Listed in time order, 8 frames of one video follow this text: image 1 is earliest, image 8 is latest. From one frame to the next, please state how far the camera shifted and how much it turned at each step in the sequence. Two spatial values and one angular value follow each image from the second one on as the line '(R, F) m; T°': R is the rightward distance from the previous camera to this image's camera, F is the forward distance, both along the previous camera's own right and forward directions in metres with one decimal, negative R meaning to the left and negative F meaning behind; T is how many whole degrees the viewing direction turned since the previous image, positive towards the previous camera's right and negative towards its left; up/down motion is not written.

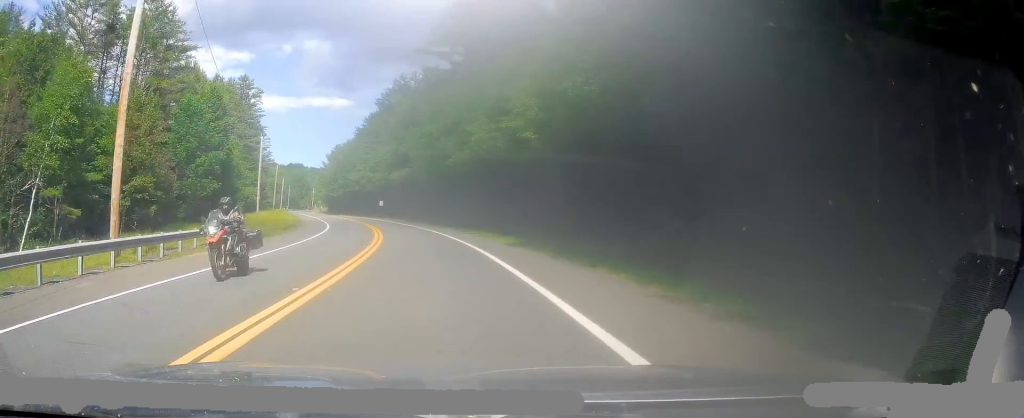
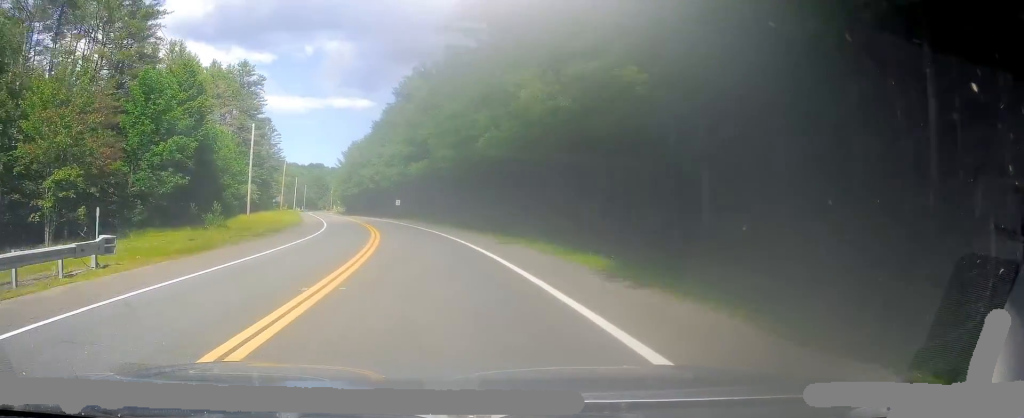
(-0.5, +13.2) m; -4°
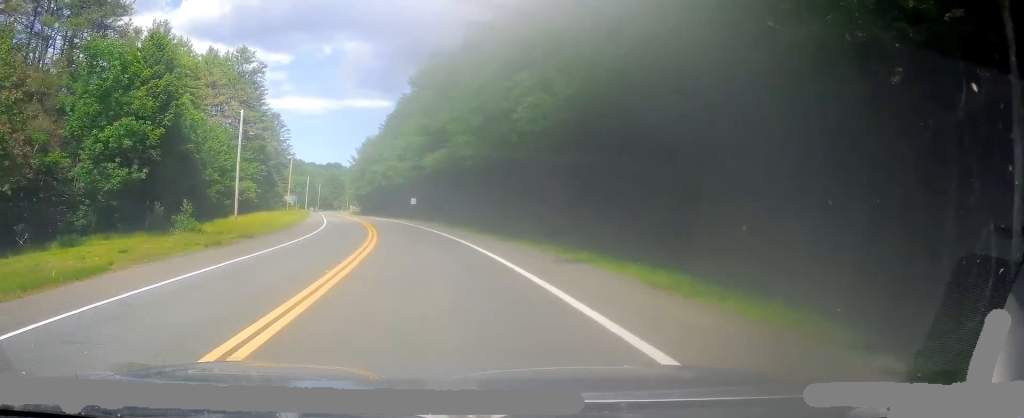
(-0.2, +10.0) m; -2°
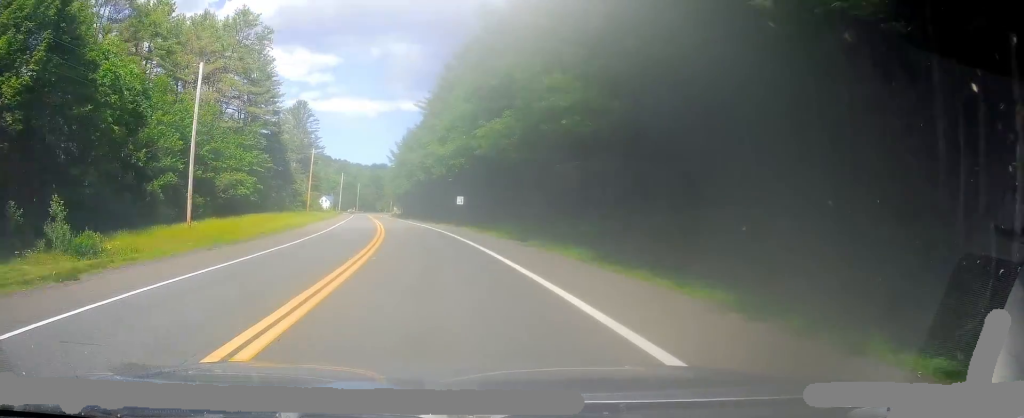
(-0.6, +20.3) m; -4°
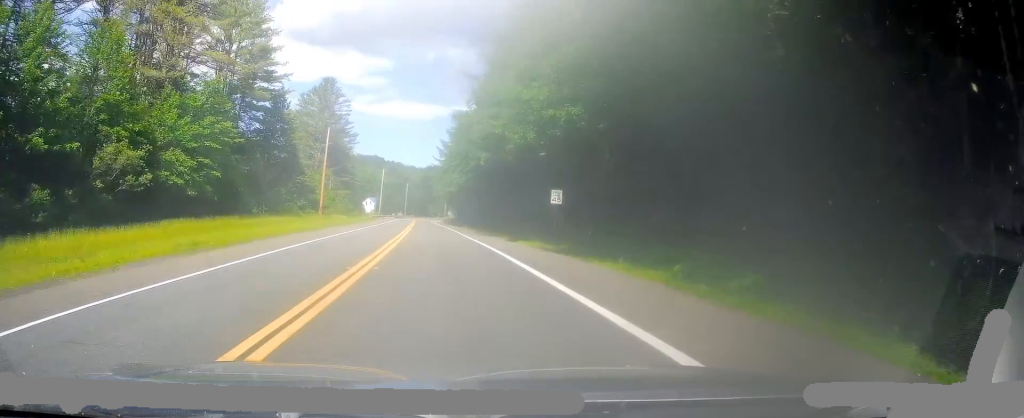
(-1.6, +28.0) m; -5°
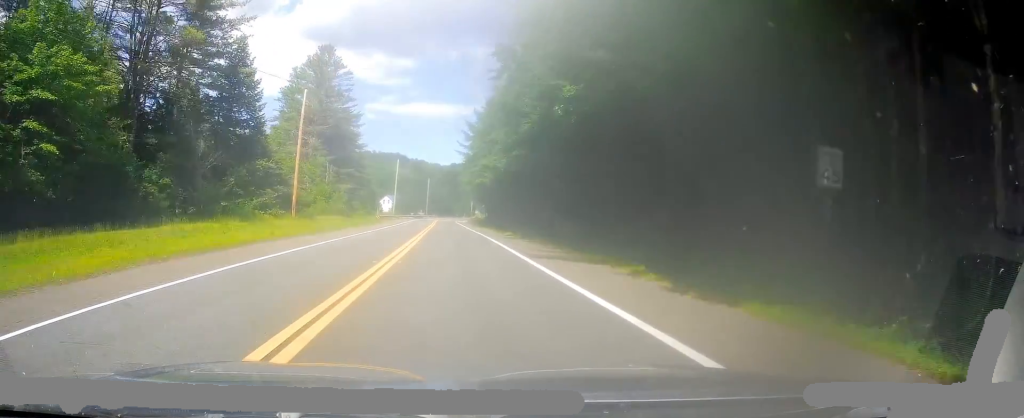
(-0.5, +22.3) m; -1°
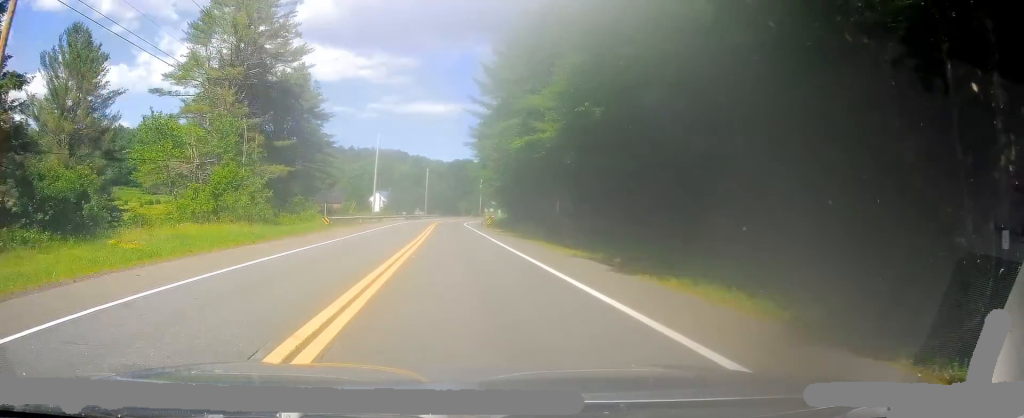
(0.0, +35.0) m; -1°
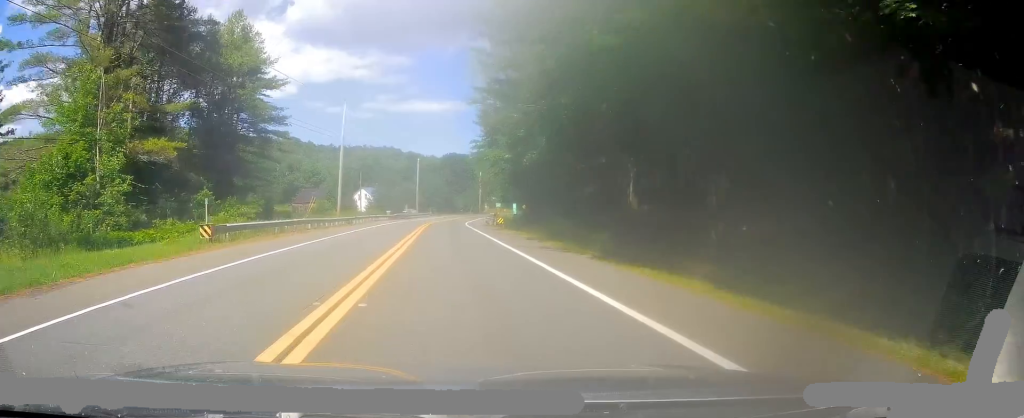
(-0.2, +20.8) m; 0°
